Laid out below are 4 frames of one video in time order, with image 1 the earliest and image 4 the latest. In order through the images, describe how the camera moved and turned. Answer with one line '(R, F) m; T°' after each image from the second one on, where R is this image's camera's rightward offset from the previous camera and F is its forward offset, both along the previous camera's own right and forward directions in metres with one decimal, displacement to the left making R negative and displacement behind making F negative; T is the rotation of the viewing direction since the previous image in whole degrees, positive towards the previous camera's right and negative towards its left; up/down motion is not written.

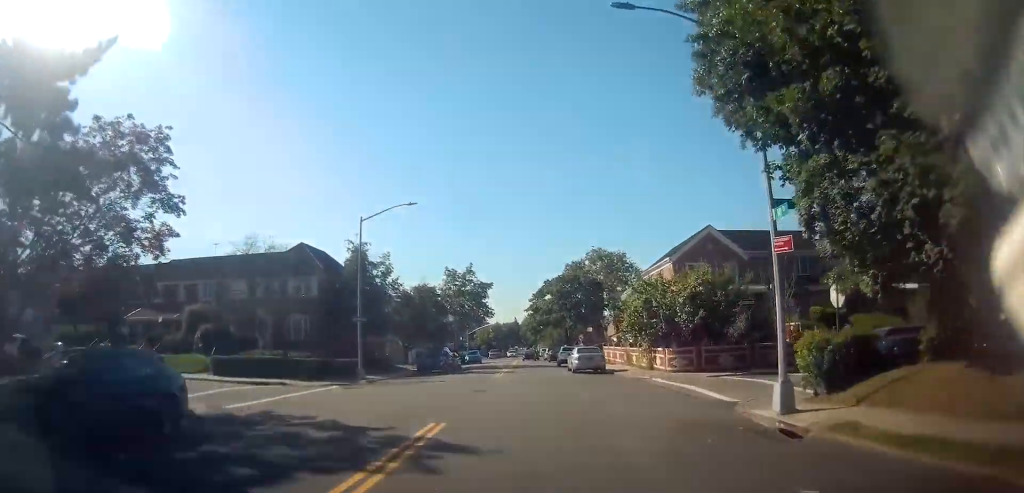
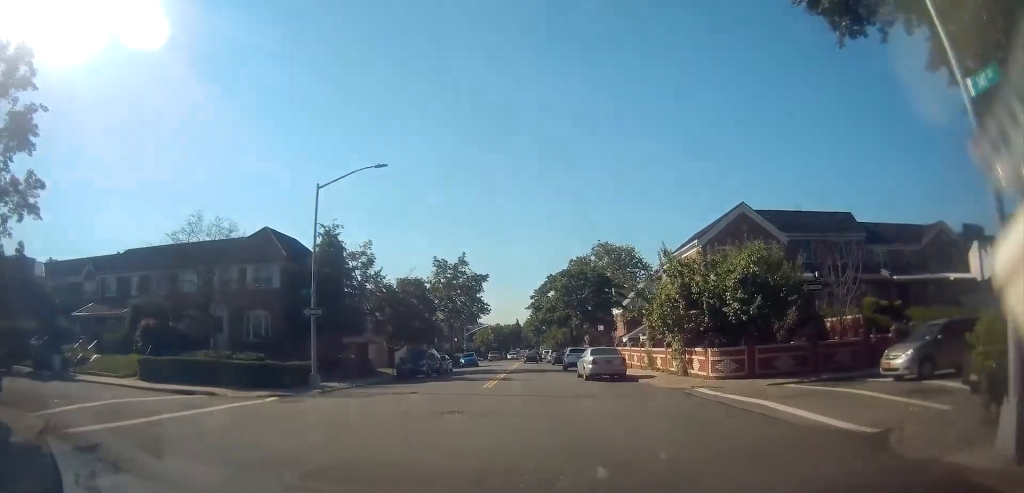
(+0.1, +6.6) m; 0°
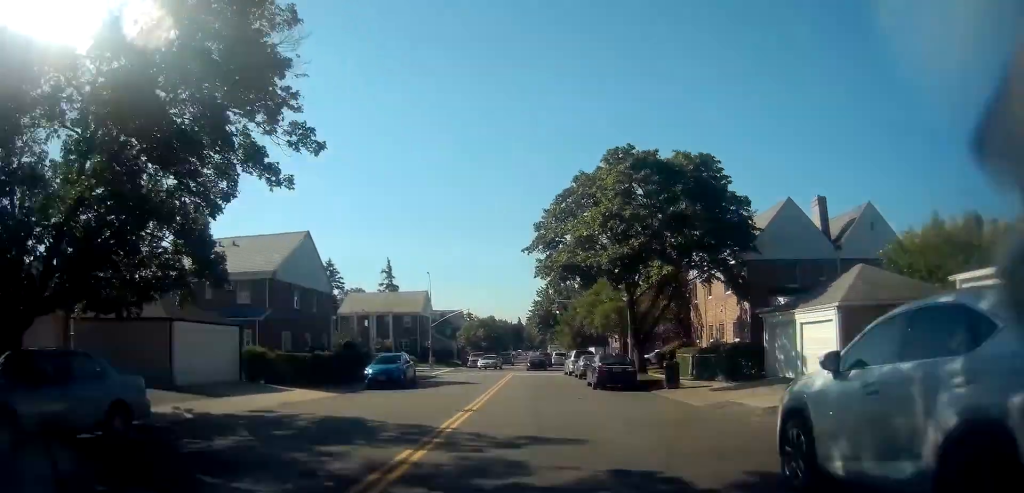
(-1.3, +37.9) m; -2°
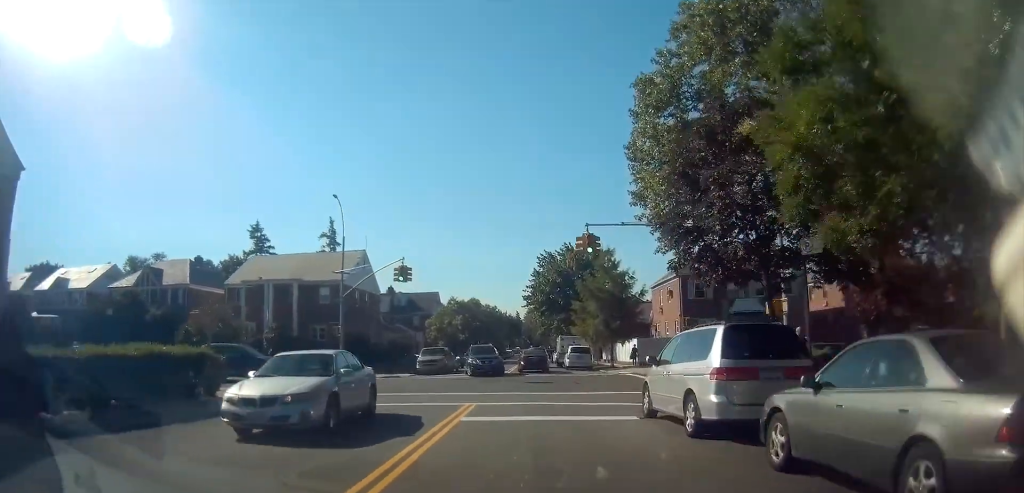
(+1.0, +30.5) m; +2°
